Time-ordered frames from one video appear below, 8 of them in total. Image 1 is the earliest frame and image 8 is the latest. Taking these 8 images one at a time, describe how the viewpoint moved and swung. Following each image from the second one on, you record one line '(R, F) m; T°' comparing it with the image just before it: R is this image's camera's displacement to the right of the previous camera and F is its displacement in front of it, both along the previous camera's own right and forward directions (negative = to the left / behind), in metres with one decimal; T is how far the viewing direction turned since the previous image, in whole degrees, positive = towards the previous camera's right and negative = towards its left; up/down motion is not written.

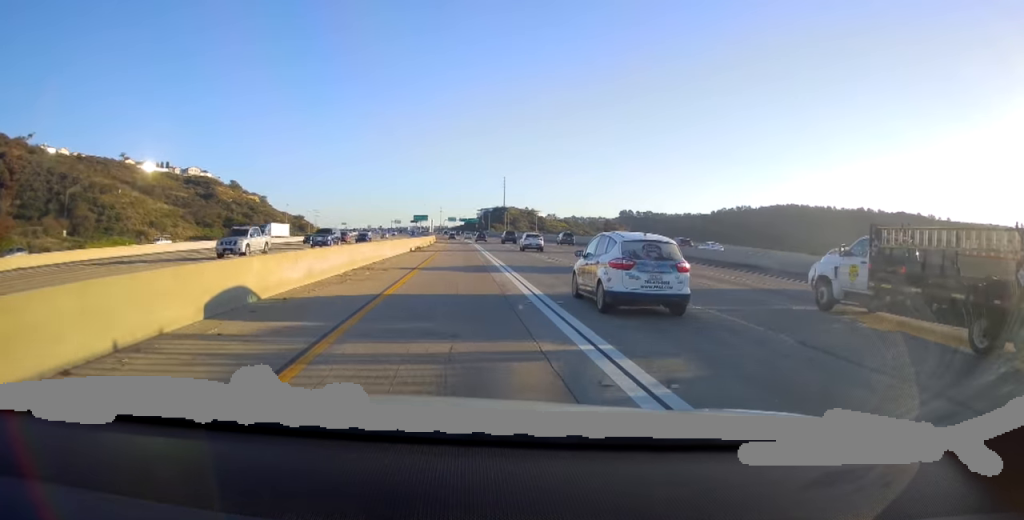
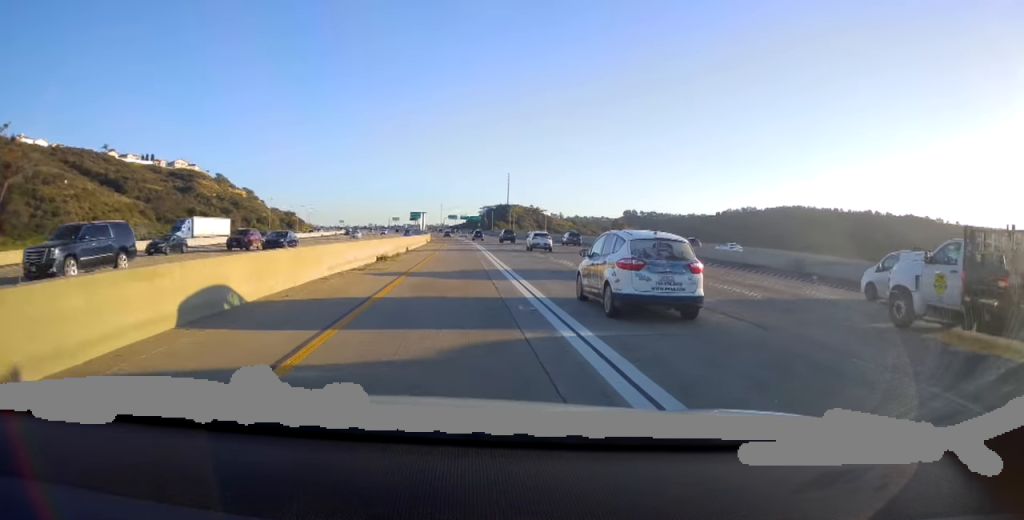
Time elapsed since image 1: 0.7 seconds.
(+0.2, +23.3) m; 0°
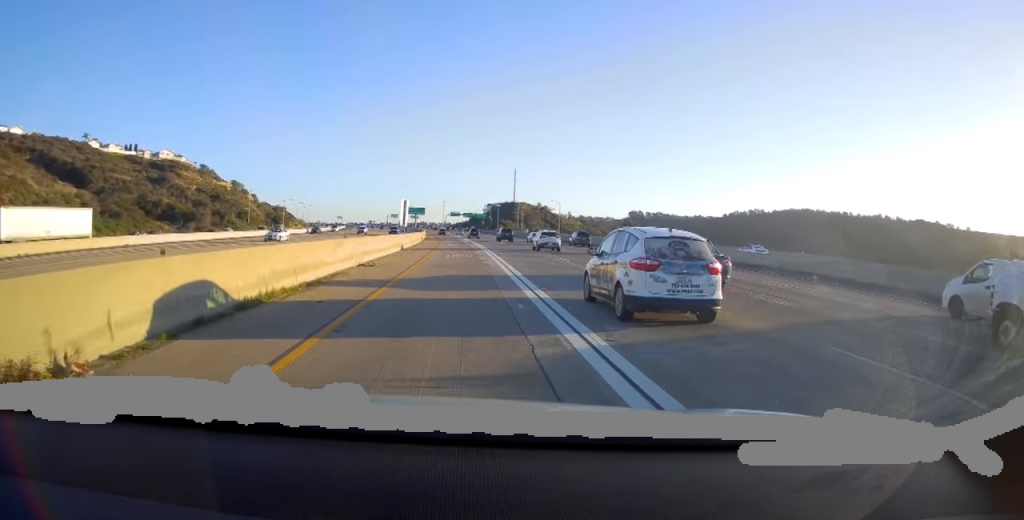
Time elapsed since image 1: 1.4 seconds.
(-0.4, +25.6) m; 0°
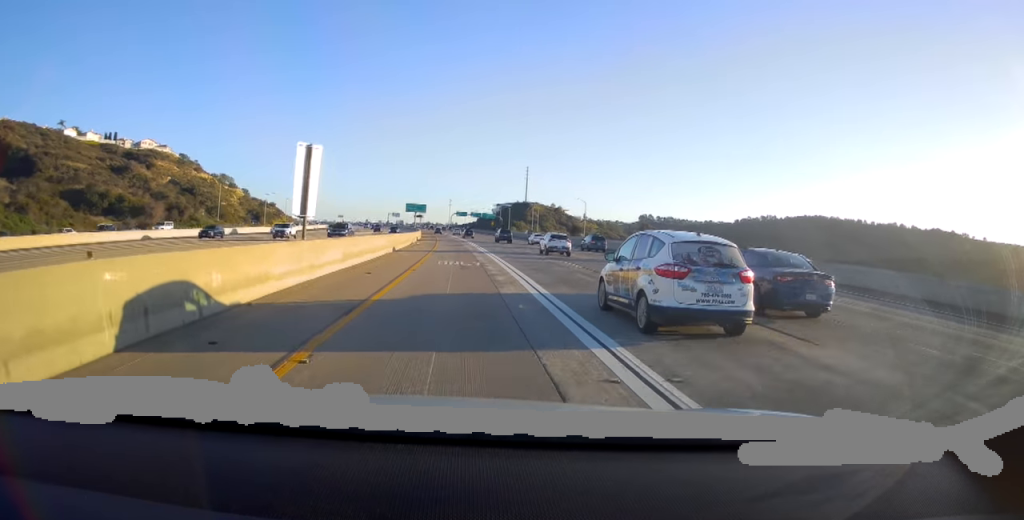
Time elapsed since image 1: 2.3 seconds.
(+0.1, +31.4) m; 0°
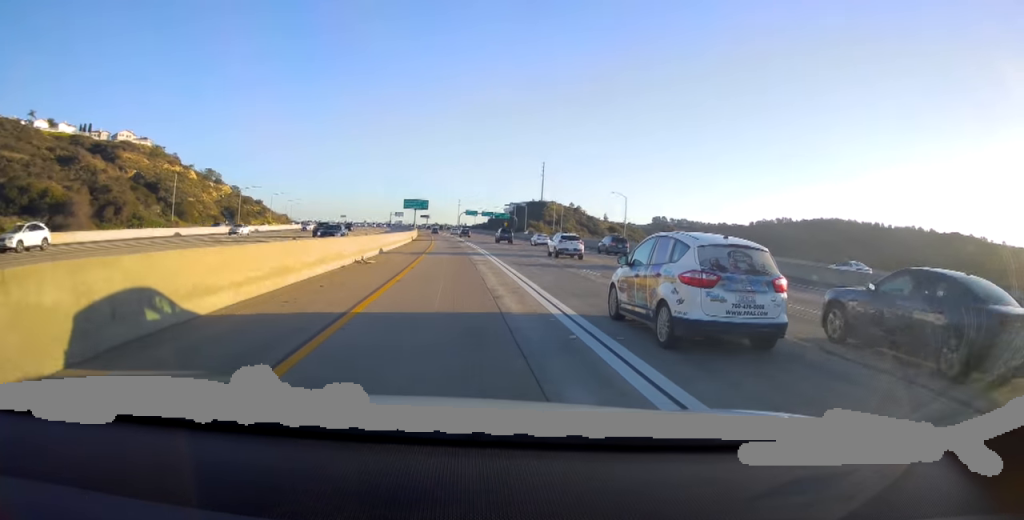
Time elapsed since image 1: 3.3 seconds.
(-0.1, +33.7) m; -1°
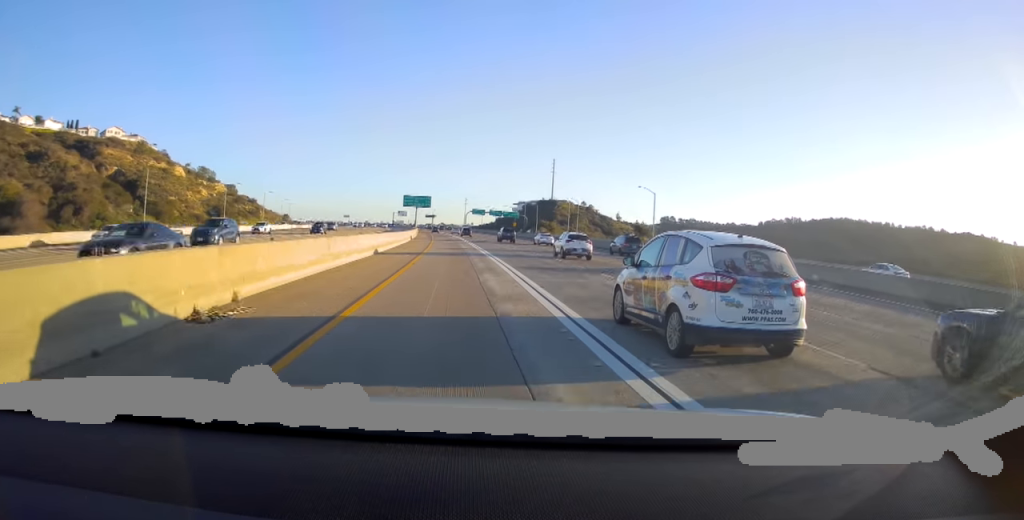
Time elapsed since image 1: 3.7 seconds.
(0.0, +15.1) m; -1°
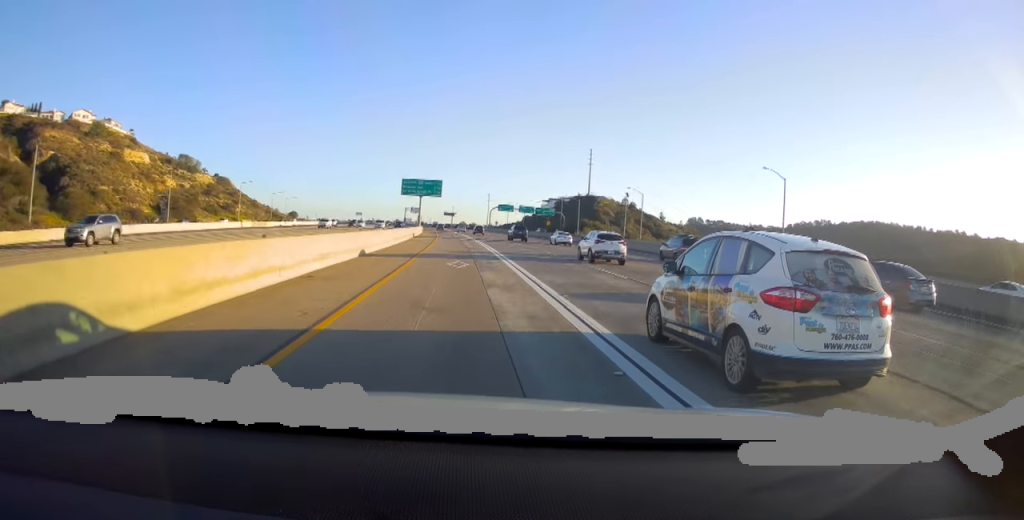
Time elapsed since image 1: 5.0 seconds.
(-0.3, +45.6) m; -1°
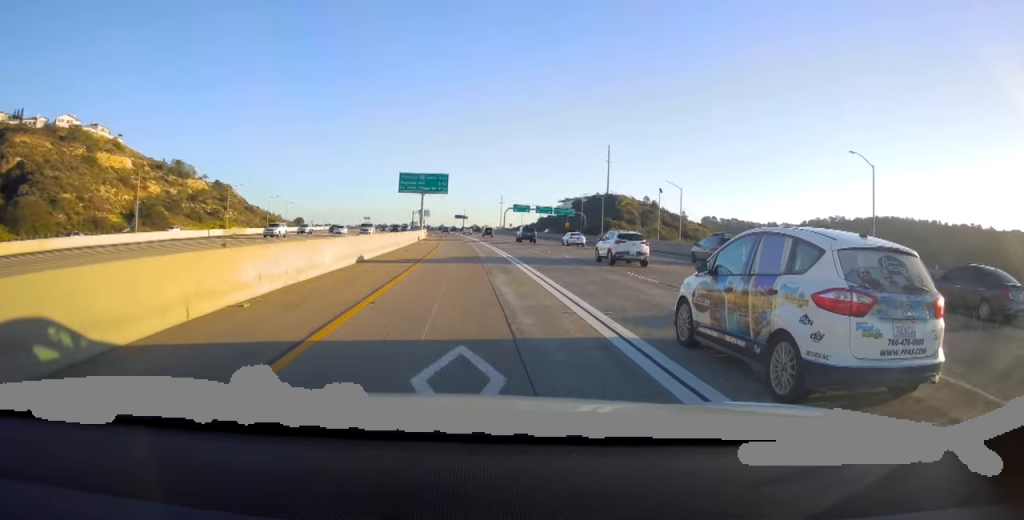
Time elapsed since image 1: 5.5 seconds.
(+0.5, +17.6) m; -1°
